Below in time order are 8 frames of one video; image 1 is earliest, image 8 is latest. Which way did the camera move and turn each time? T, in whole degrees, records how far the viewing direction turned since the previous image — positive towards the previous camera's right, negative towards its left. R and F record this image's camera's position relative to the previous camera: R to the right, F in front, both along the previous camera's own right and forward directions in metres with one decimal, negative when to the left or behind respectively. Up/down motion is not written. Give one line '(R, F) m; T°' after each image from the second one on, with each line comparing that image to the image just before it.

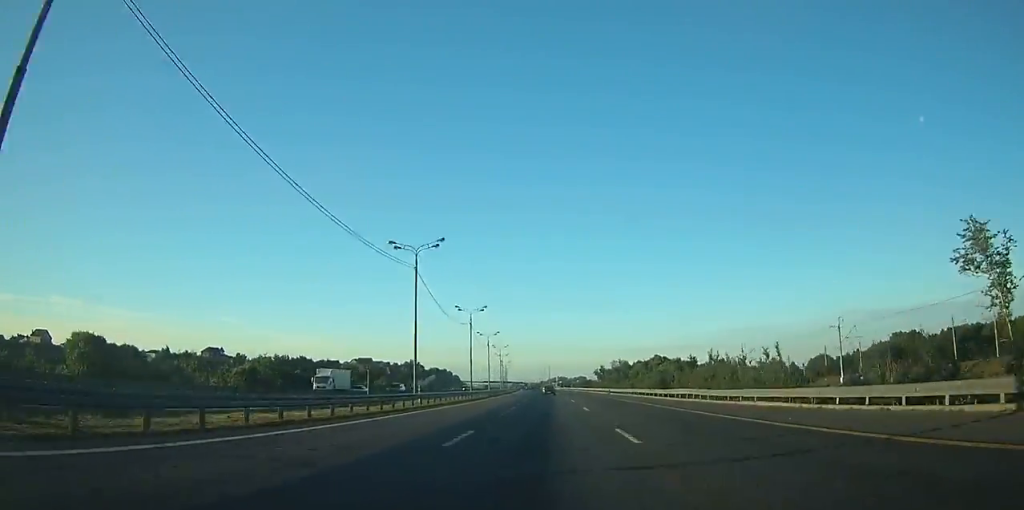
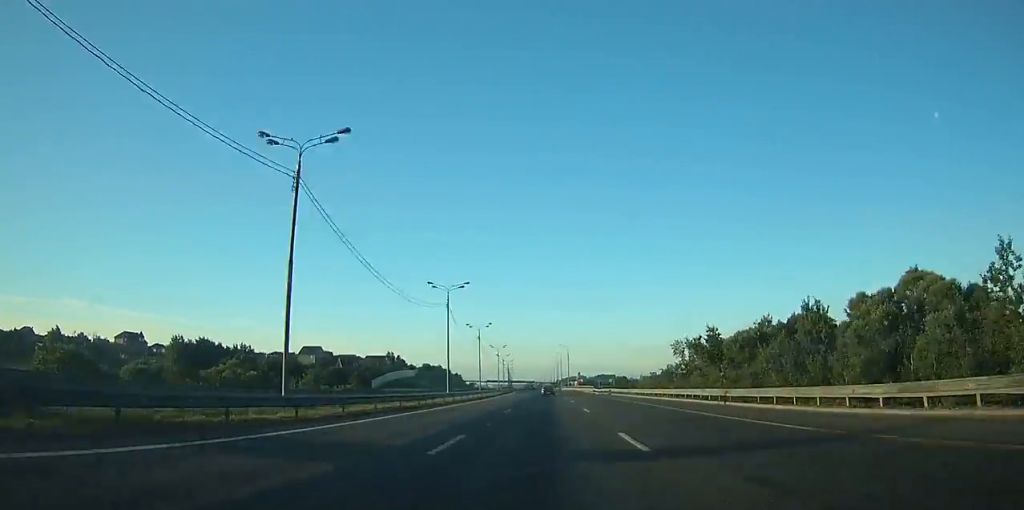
(-2.0, +116.6) m; -2°
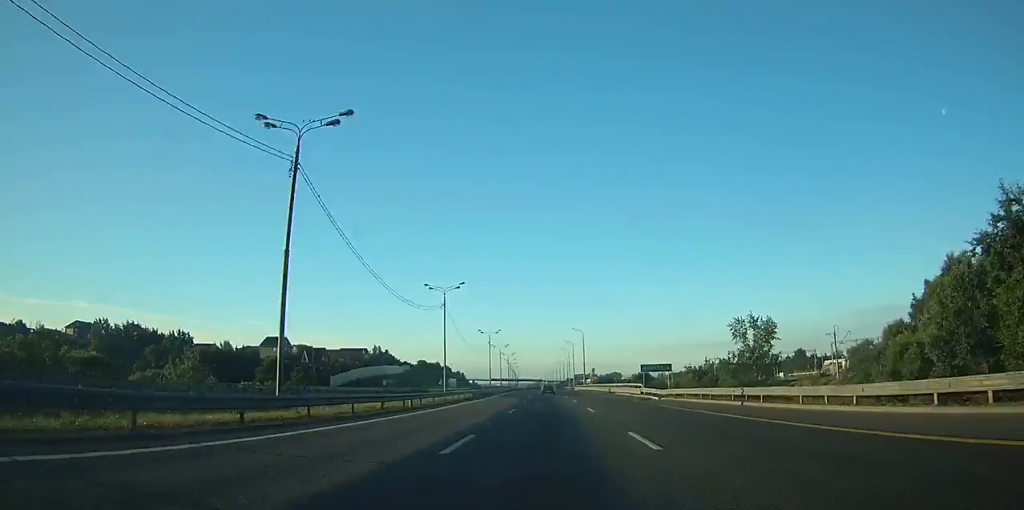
(-0.2, +47.5) m; -1°
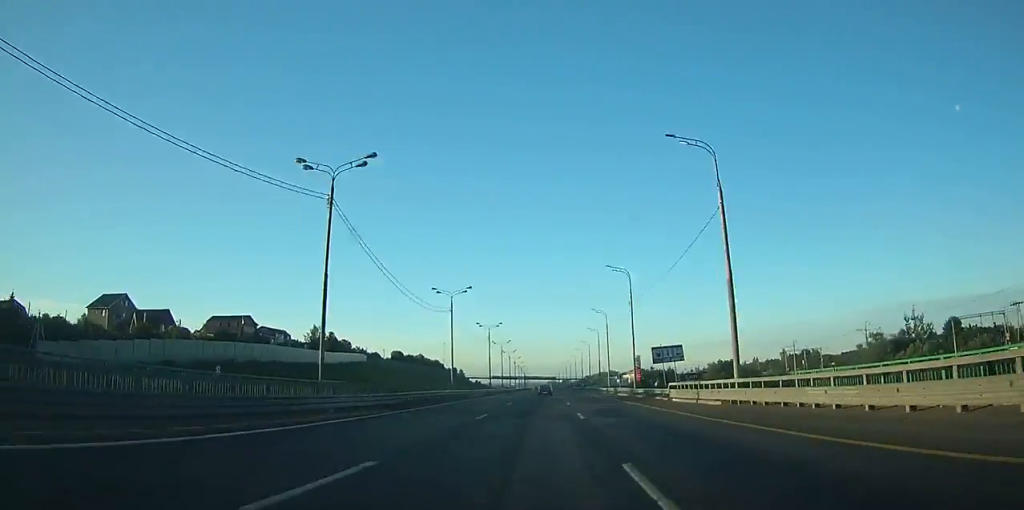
(-1.3, +105.2) m; -1°
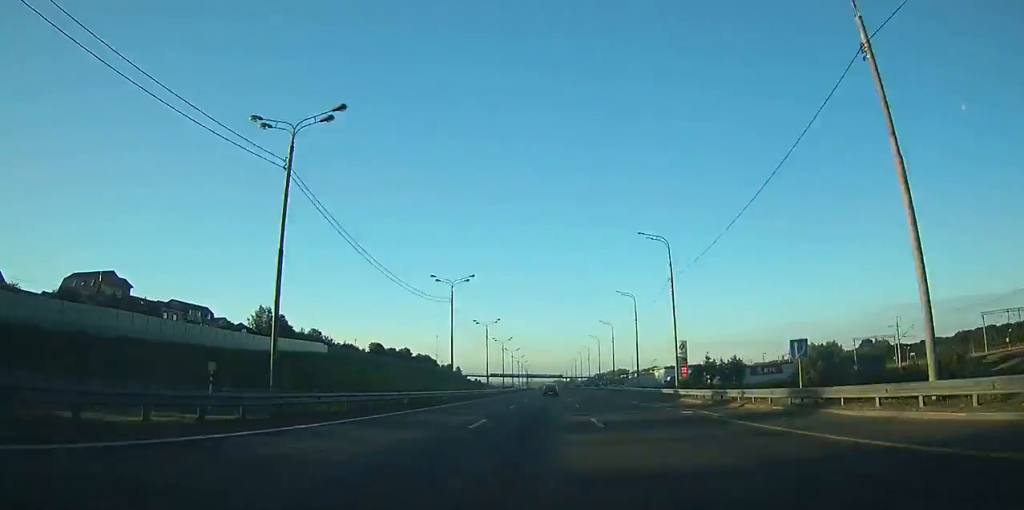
(-0.4, +49.9) m; -1°
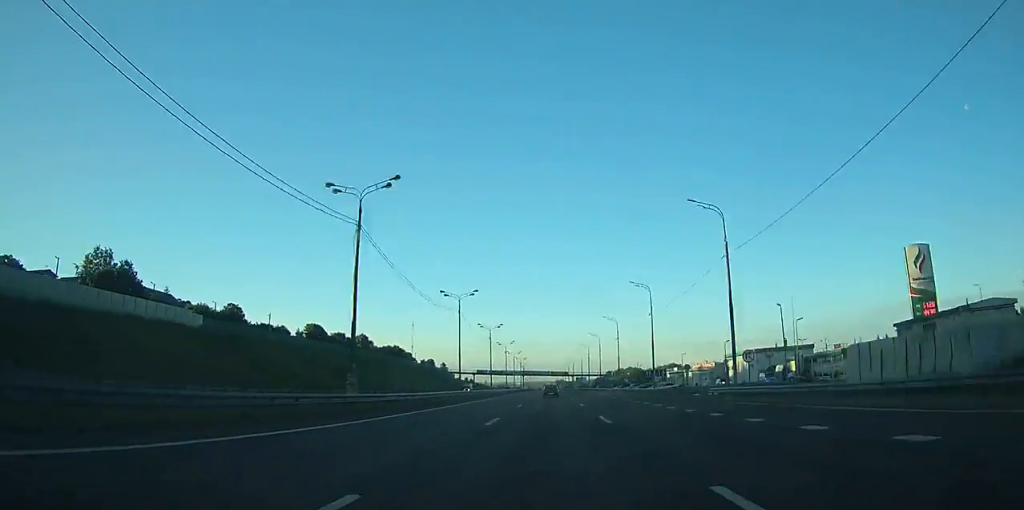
(-0.3, +75.7) m; 0°
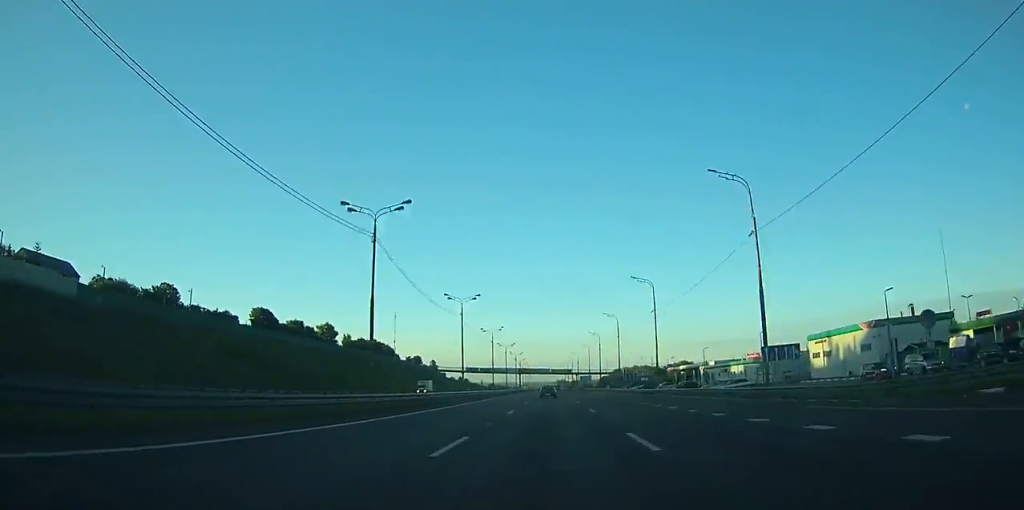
(0.0, +39.3) m; 0°
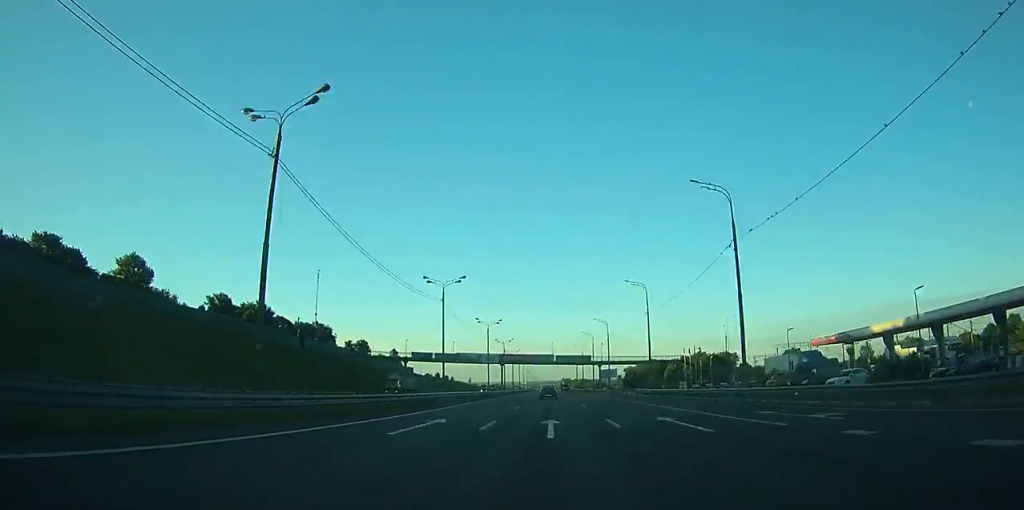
(-0.2, +103.2) m; 0°
